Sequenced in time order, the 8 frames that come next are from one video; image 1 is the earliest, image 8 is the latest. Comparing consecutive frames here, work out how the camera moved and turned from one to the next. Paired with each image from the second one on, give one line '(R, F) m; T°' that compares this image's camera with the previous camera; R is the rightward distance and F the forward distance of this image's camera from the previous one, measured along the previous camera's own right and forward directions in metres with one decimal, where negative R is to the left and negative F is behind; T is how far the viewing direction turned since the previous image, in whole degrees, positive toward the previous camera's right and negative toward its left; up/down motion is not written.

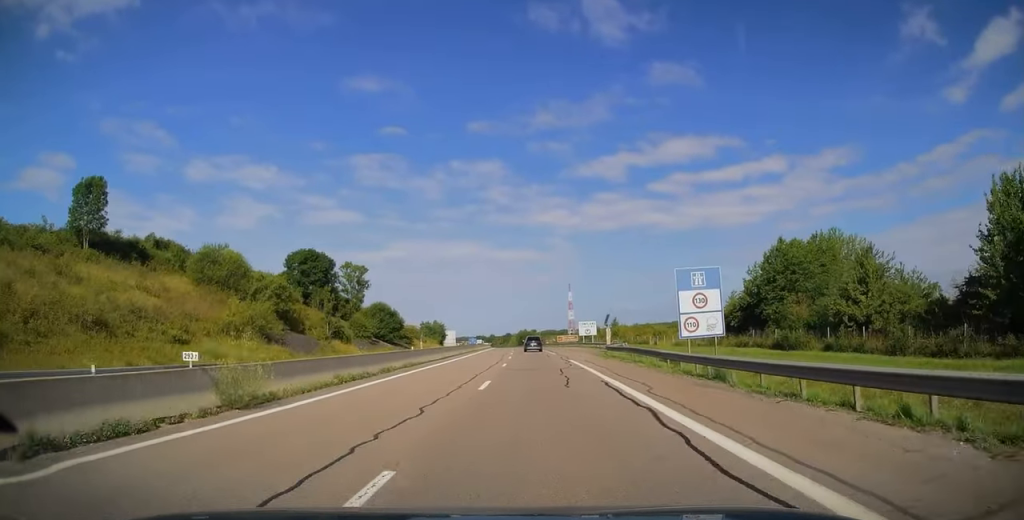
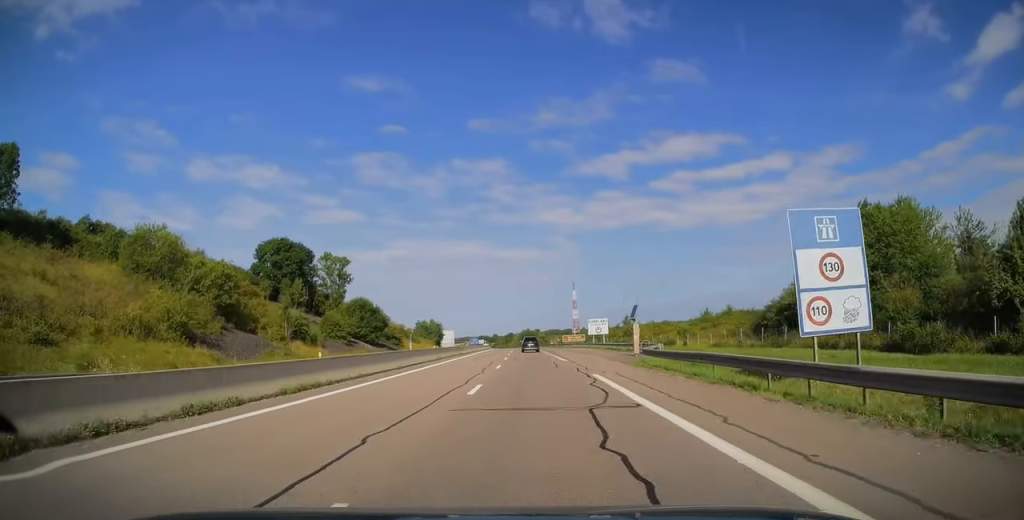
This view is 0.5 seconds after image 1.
(0.0, +14.3) m; 0°
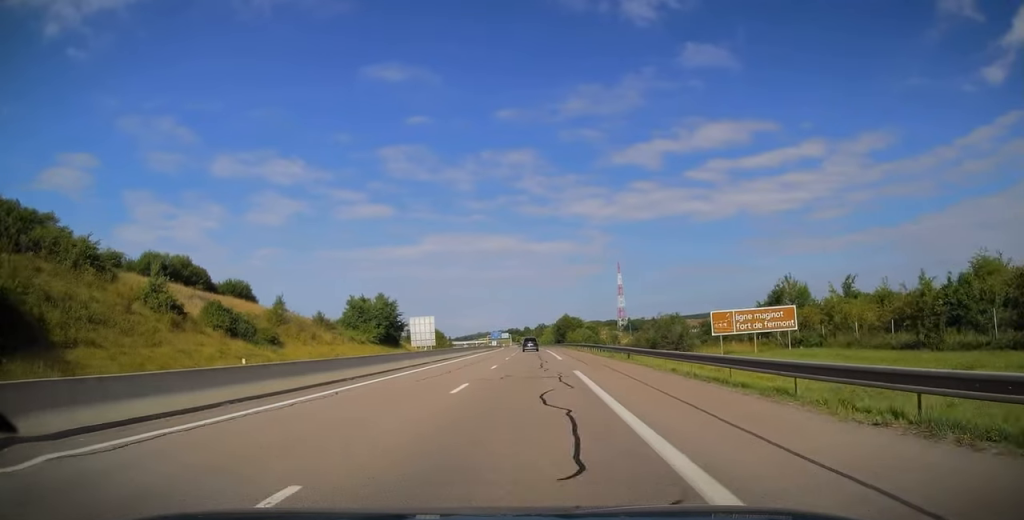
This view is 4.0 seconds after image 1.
(-3.0, +104.4) m; -3°
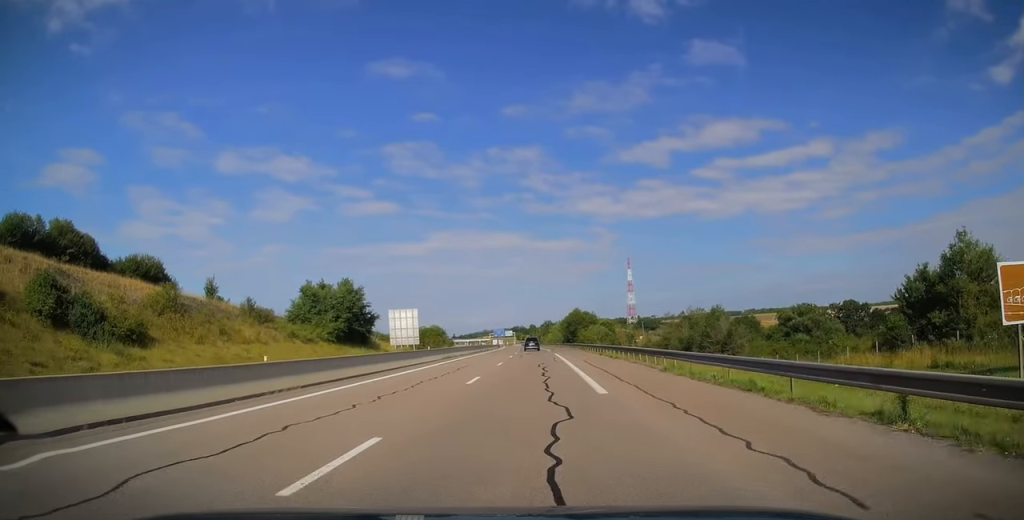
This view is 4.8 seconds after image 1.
(+0.1, +23.6) m; -1°
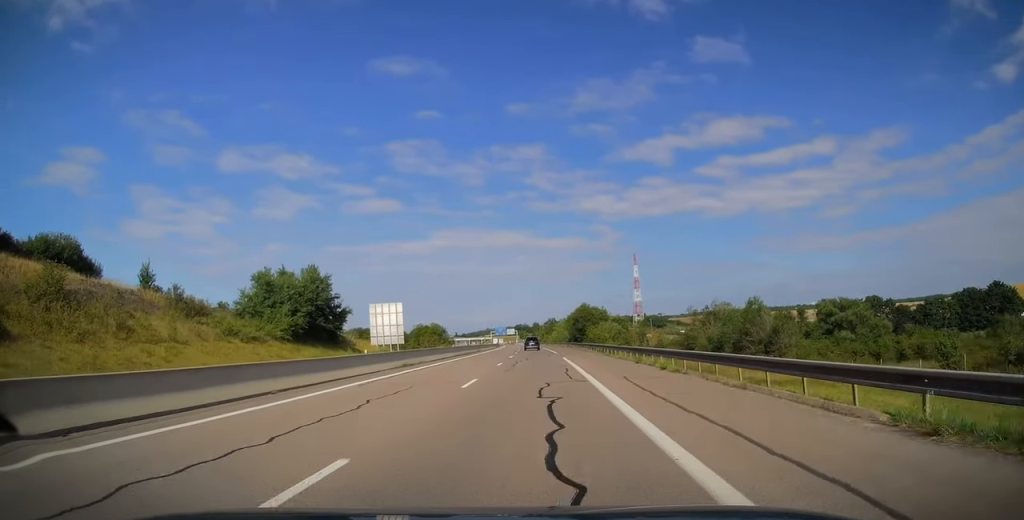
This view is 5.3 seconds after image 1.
(-0.2, +14.8) m; 0°
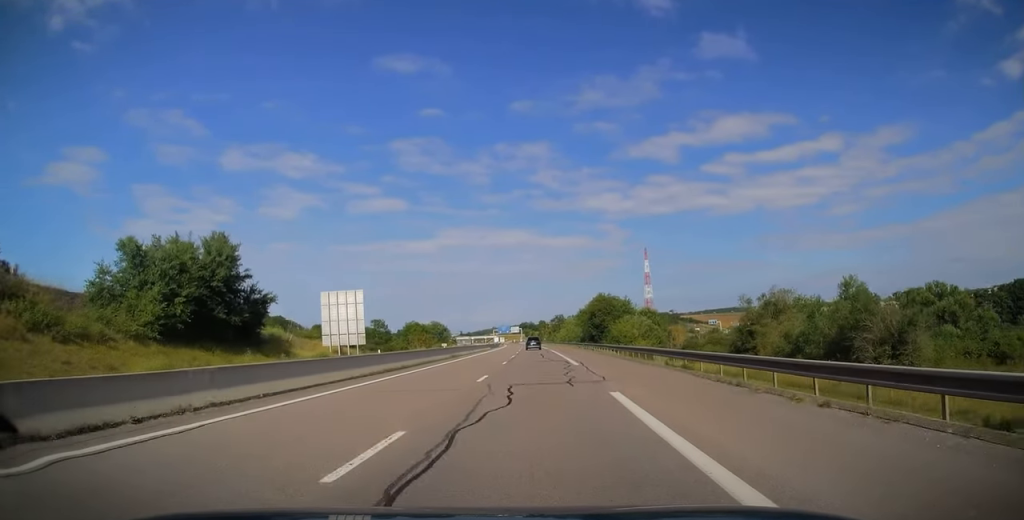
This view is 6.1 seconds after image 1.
(-0.2, +24.2) m; -1°
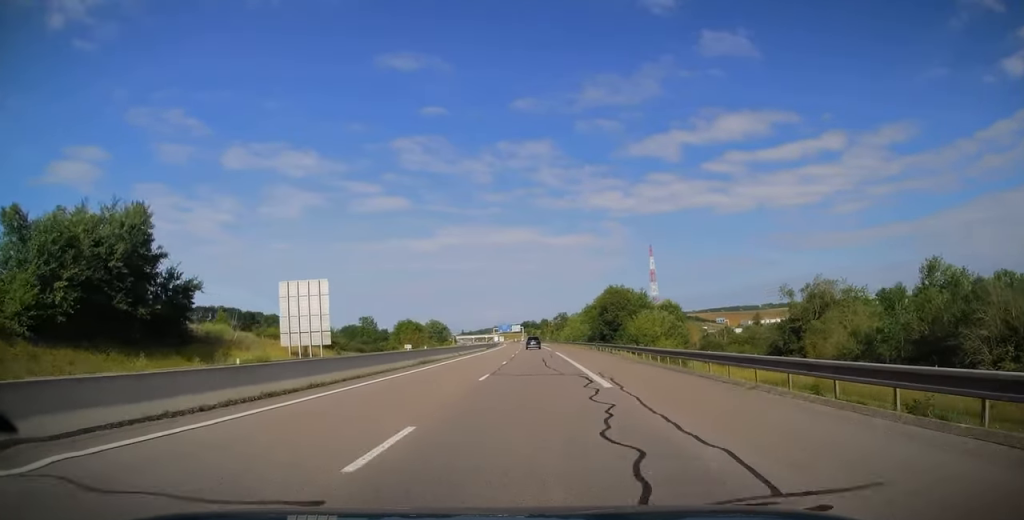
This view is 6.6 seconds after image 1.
(+0.1, +12.8) m; 0°
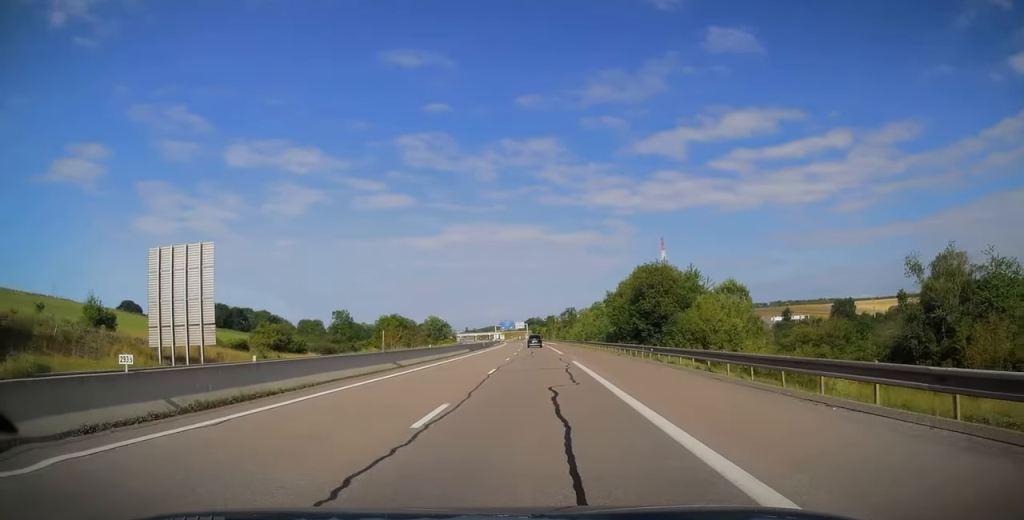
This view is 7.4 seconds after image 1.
(-0.2, +23.2) m; -1°
